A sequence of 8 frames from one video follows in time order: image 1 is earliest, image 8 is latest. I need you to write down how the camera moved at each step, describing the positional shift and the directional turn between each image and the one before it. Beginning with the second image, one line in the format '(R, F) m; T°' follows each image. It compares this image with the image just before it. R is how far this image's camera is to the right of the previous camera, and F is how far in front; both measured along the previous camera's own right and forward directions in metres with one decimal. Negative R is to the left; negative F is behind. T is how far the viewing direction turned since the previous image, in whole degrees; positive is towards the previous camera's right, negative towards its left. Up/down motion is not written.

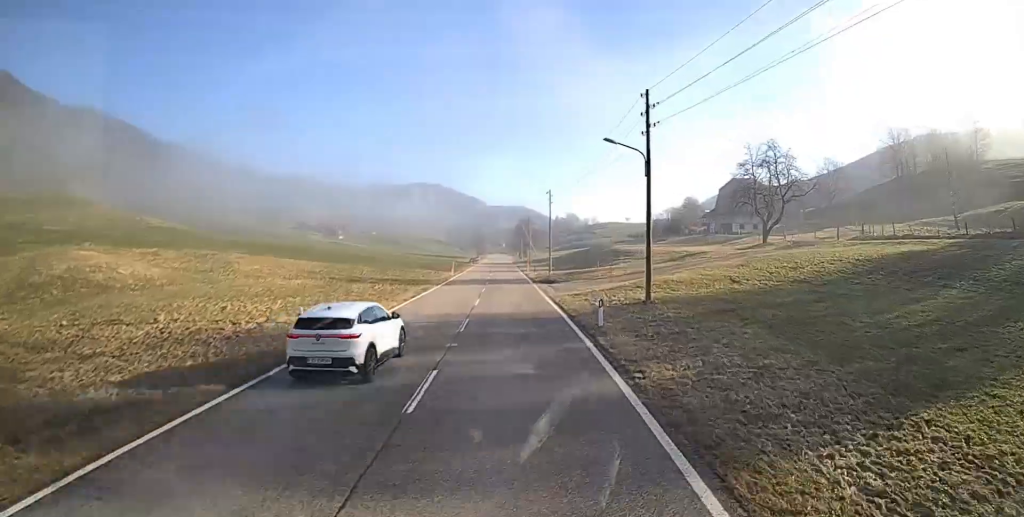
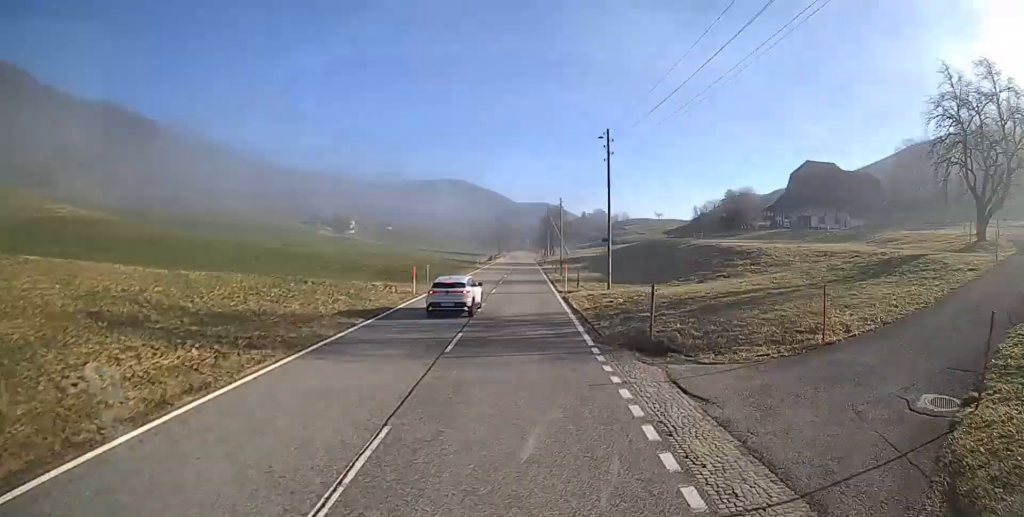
(-1.3, +30.1) m; -6°
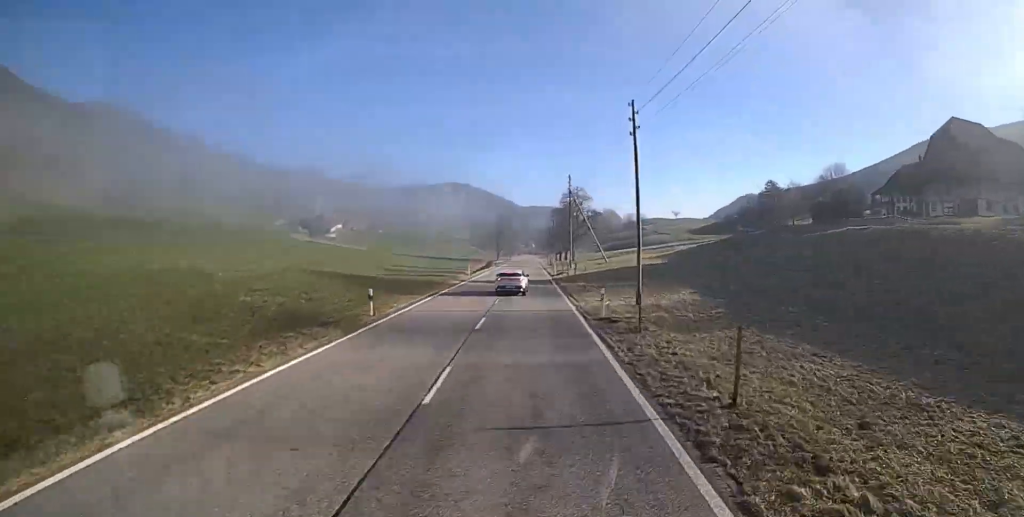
(-1.4, +48.7) m; -1°
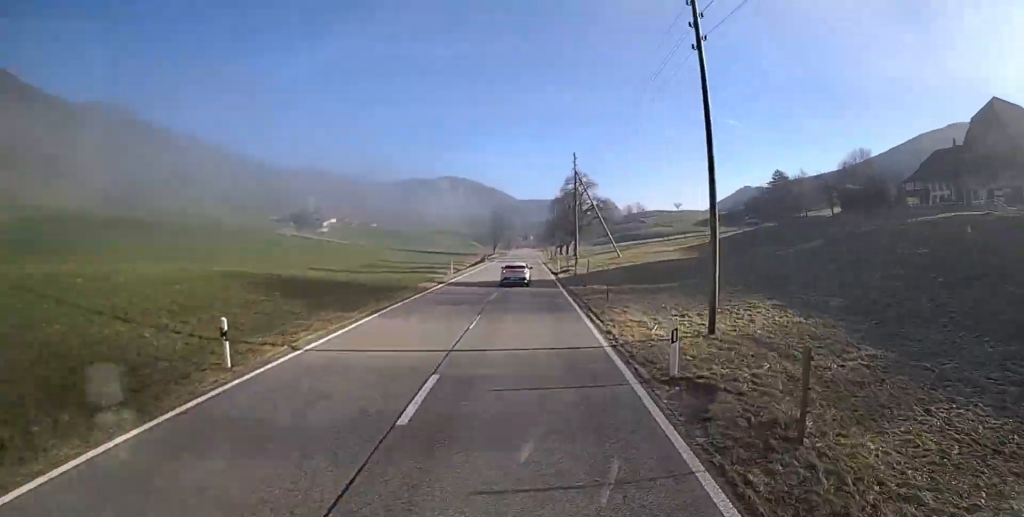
(0.0, +10.4) m; 0°
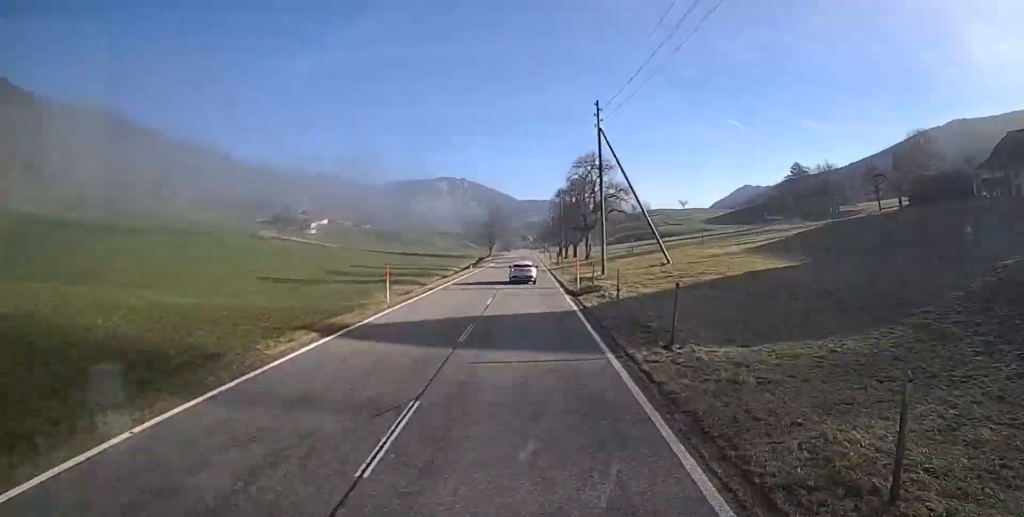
(-0.1, +19.3) m; 0°
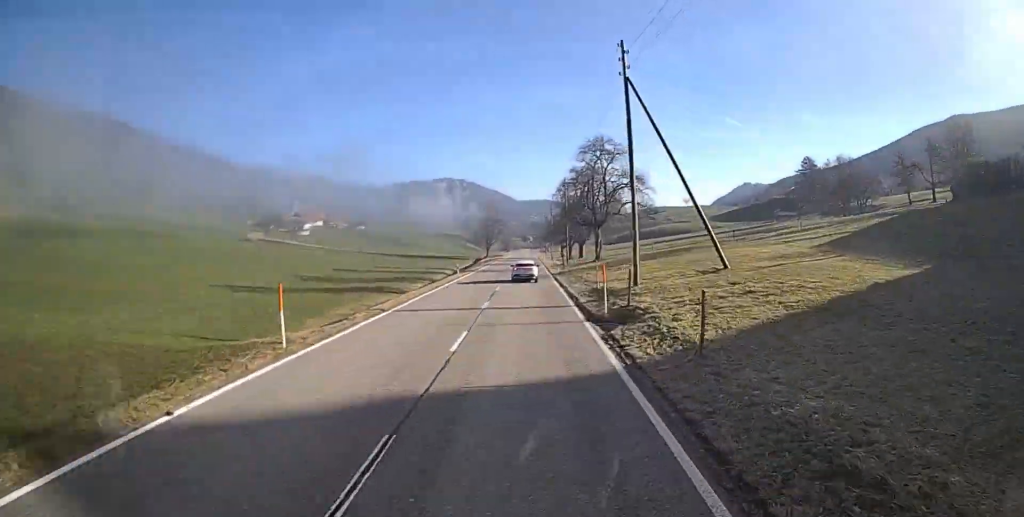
(0.0, +10.5) m; 0°
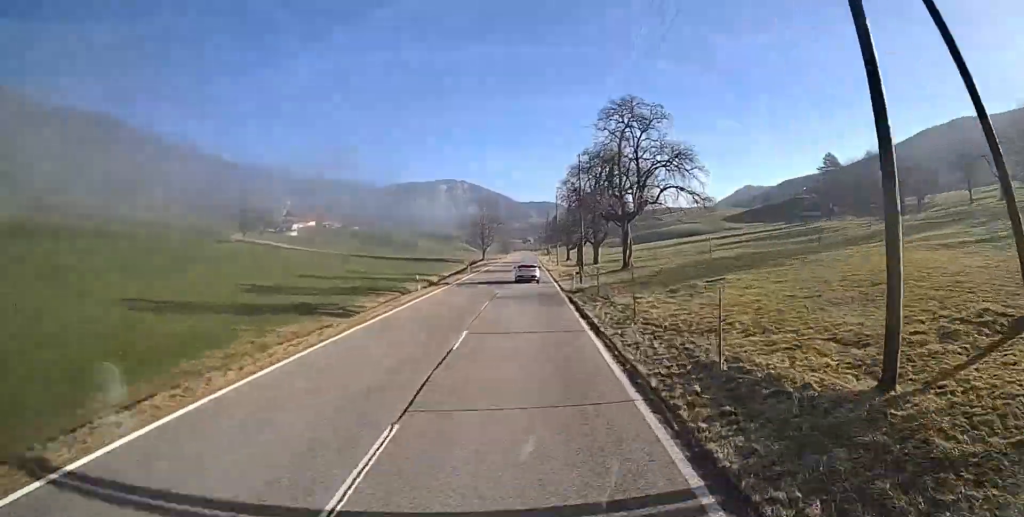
(0.0, +16.5) m; 0°
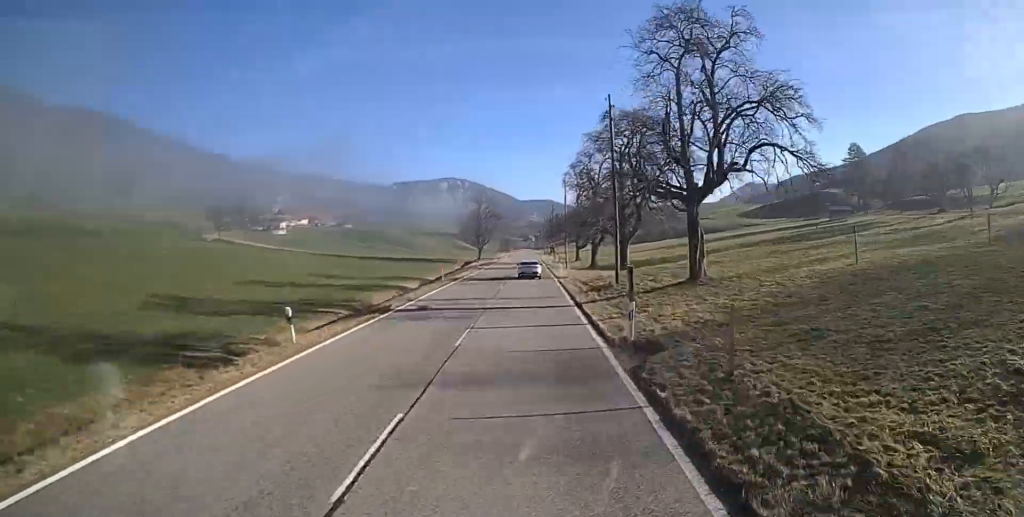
(0.0, +17.3) m; 0°
